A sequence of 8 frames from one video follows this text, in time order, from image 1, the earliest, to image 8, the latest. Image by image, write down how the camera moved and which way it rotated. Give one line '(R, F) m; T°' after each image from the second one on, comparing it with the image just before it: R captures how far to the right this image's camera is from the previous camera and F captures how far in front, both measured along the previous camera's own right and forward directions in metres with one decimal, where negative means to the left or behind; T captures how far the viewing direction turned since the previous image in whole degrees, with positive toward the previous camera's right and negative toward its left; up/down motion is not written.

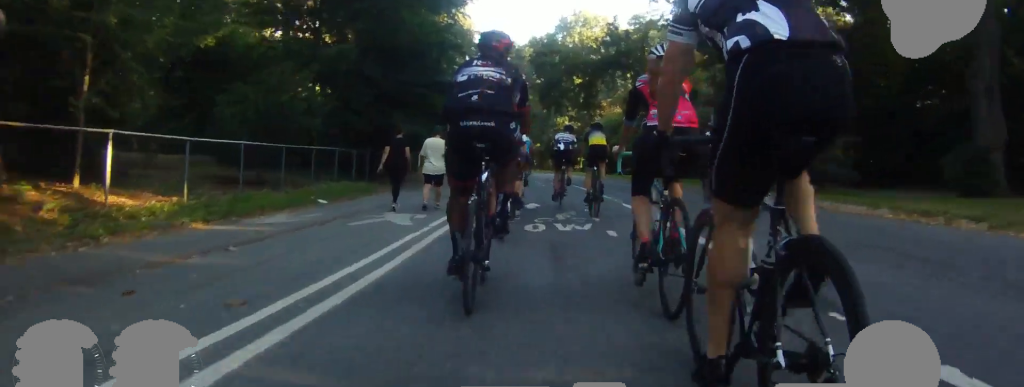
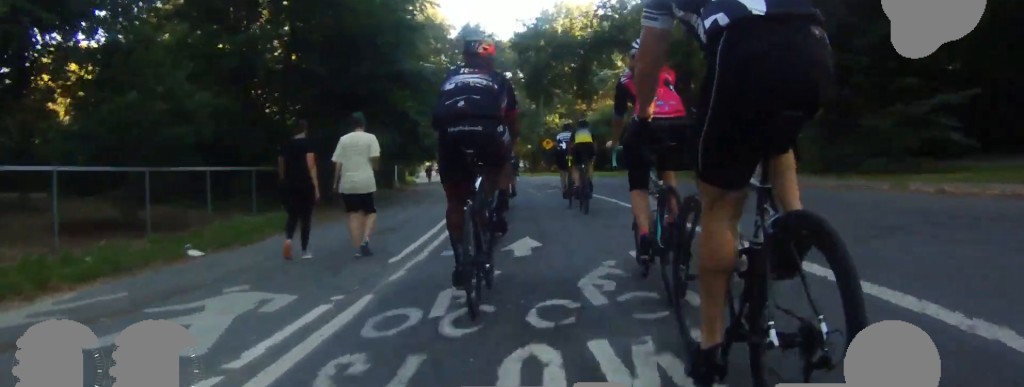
(0.0, +5.3) m; 0°
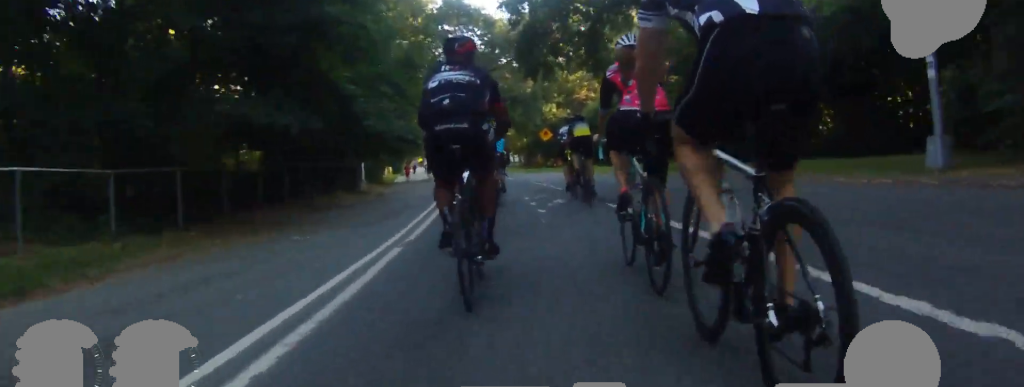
(0.0, +7.1) m; 0°
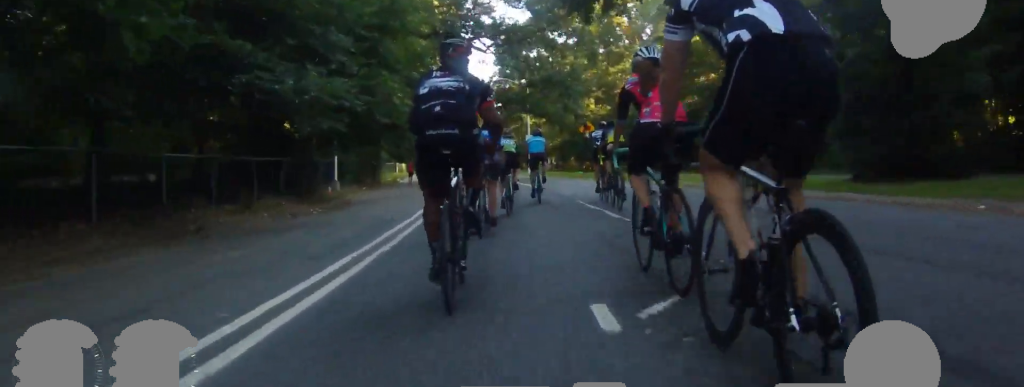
(-0.1, +9.8) m; -3°
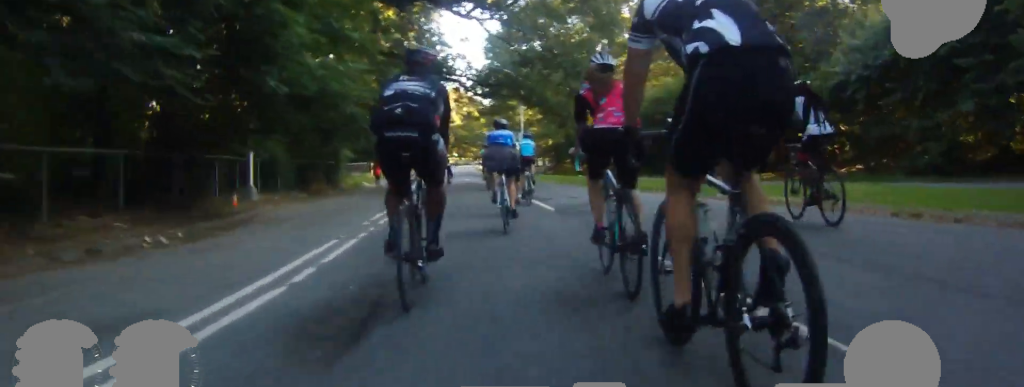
(-0.3, +7.5) m; -3°
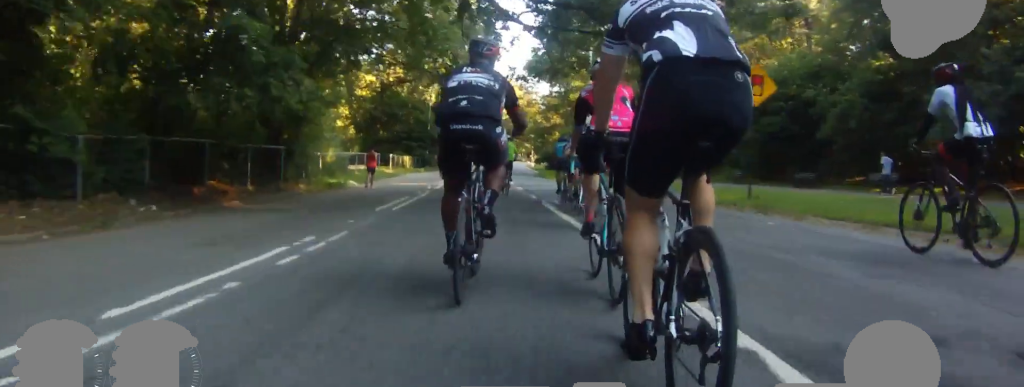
(-0.3, +12.6) m; -1°
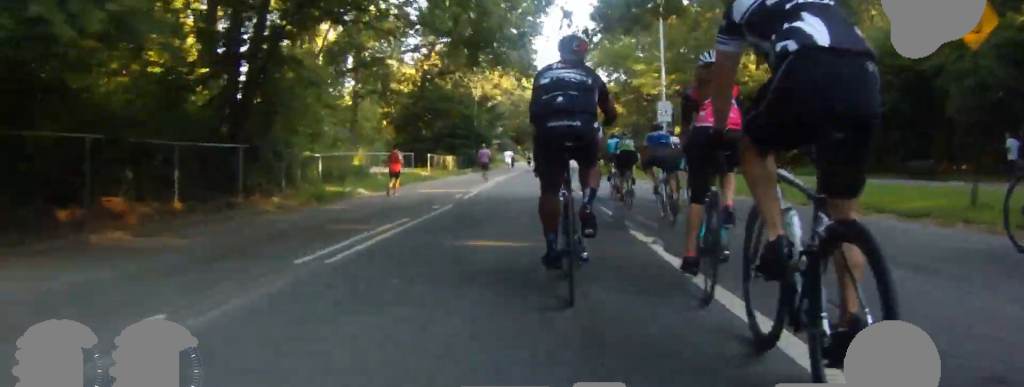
(0.0, +6.0) m; 0°
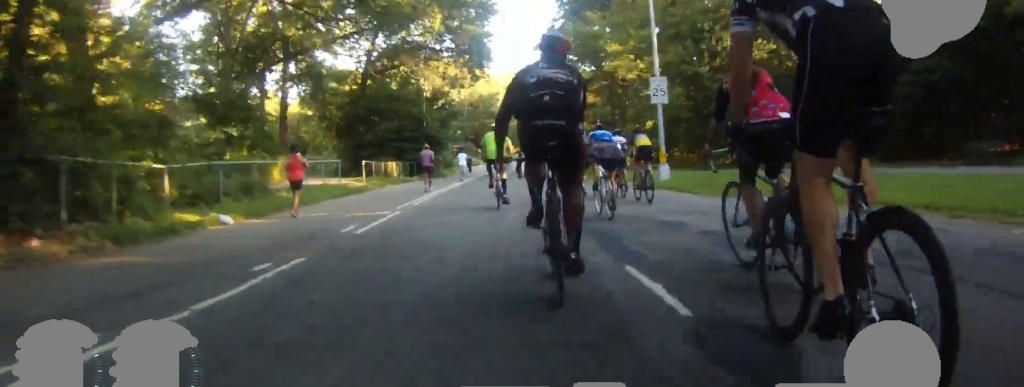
(0.0, +6.8) m; 0°
